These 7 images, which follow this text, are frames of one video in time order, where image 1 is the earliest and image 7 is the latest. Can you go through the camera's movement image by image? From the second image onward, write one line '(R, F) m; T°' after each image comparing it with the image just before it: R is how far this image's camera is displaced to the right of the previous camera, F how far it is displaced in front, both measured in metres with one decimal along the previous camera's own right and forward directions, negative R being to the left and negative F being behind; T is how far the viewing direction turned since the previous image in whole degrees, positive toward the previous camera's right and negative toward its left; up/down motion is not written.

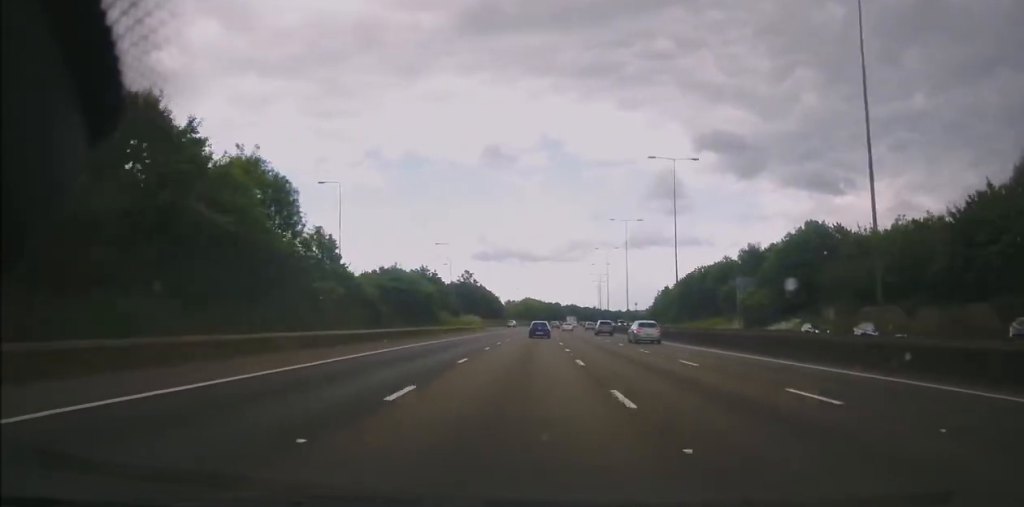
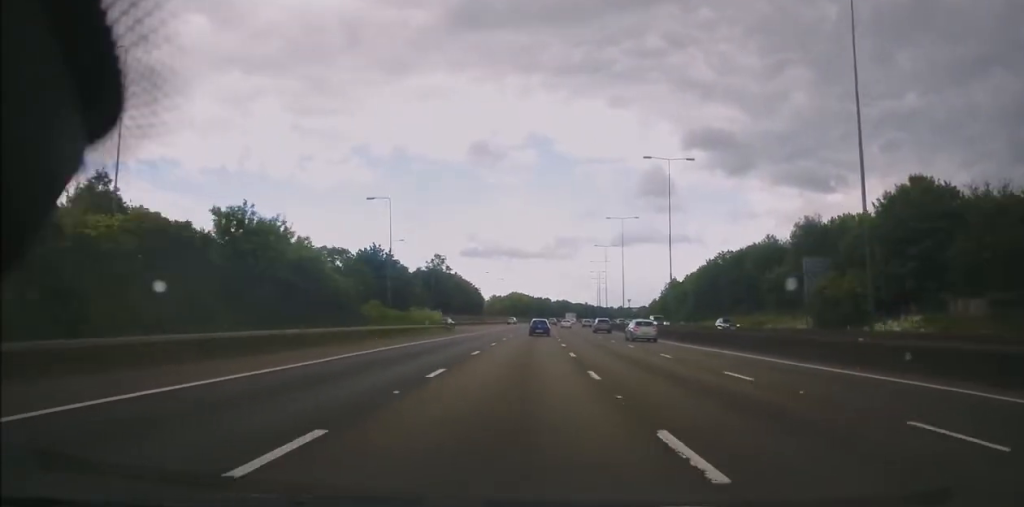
(+0.6, +30.6) m; +1°
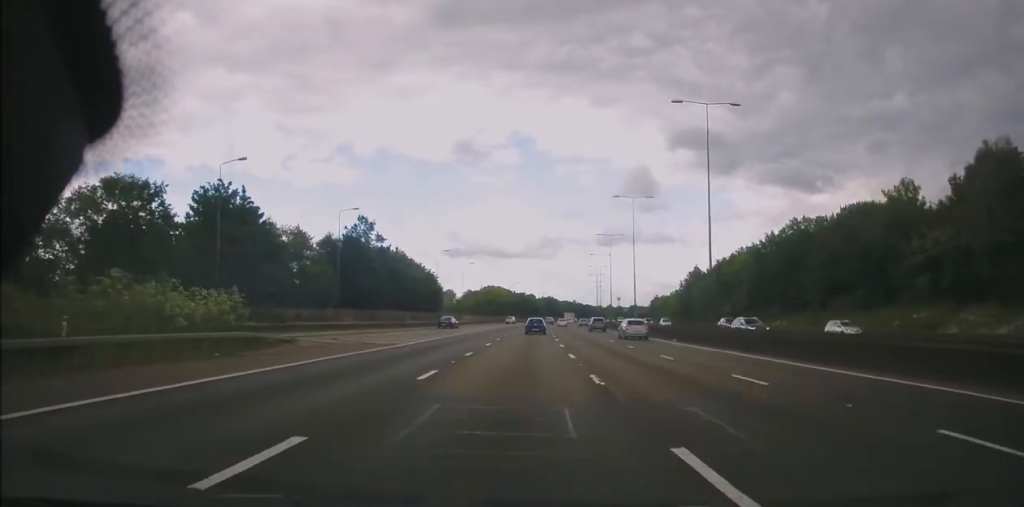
(+0.7, +45.0) m; +2°
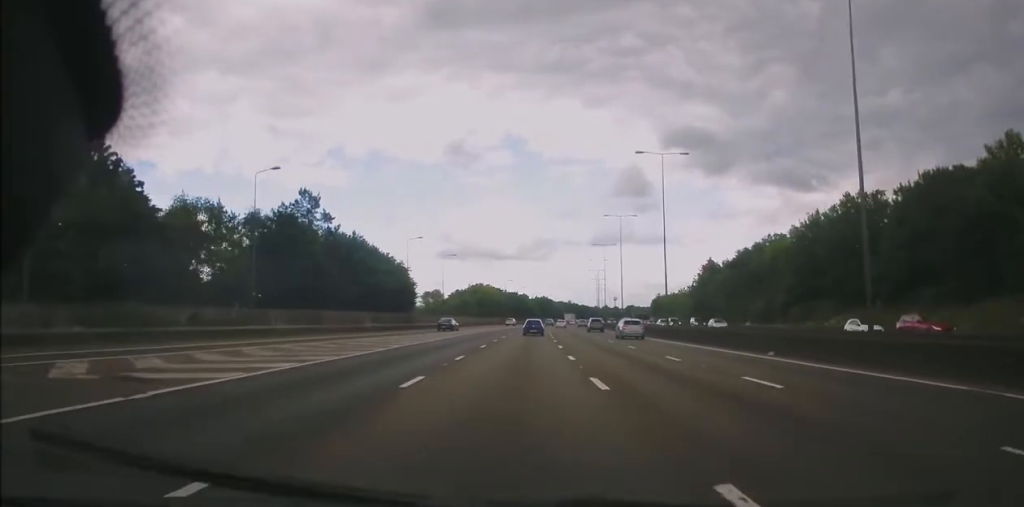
(+0.2, +18.5) m; +1°
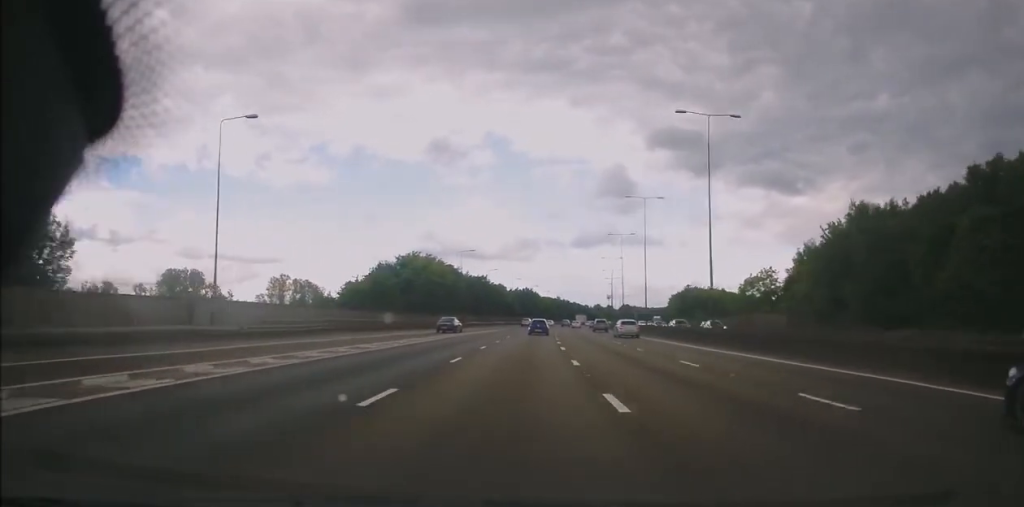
(+0.8, +72.3) m; +2°
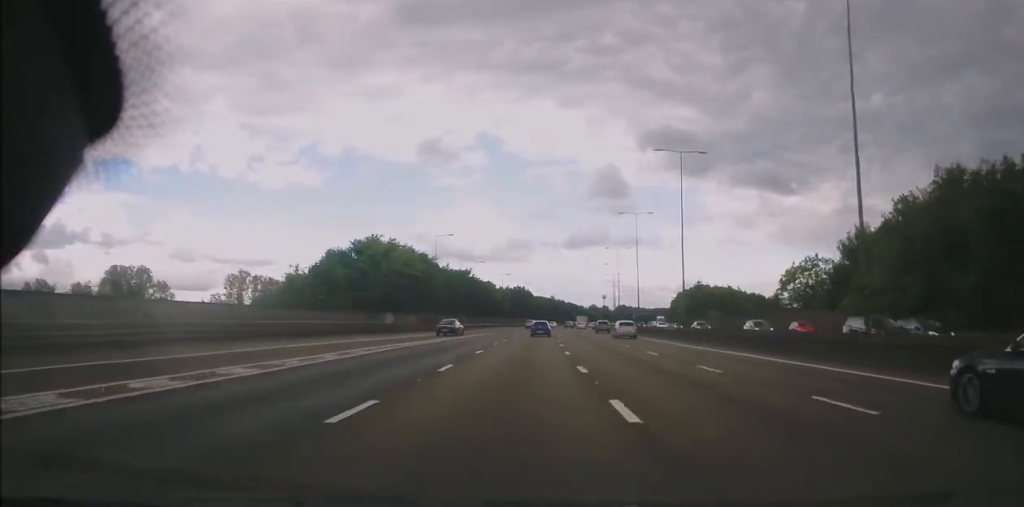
(0.0, +19.3) m; +1°
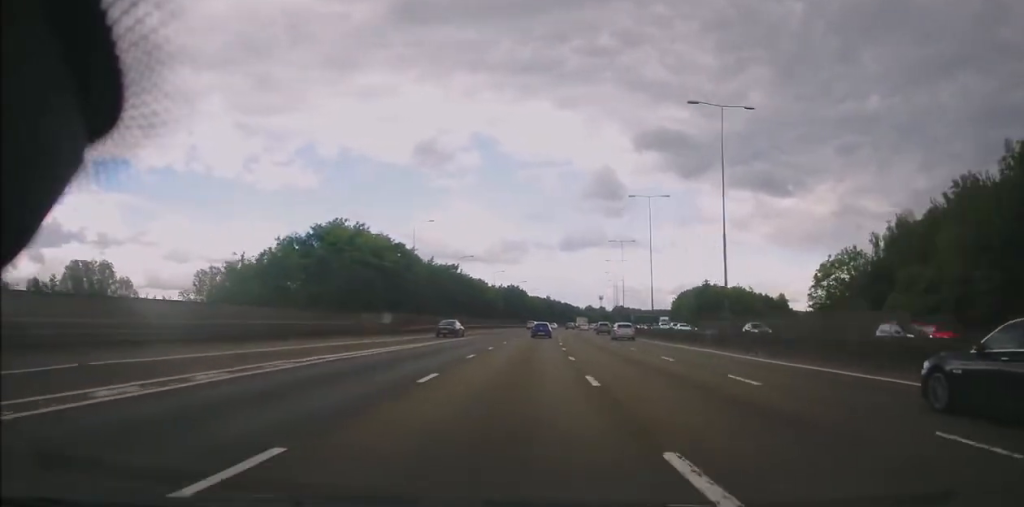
(-0.2, +11.6) m; 0°
